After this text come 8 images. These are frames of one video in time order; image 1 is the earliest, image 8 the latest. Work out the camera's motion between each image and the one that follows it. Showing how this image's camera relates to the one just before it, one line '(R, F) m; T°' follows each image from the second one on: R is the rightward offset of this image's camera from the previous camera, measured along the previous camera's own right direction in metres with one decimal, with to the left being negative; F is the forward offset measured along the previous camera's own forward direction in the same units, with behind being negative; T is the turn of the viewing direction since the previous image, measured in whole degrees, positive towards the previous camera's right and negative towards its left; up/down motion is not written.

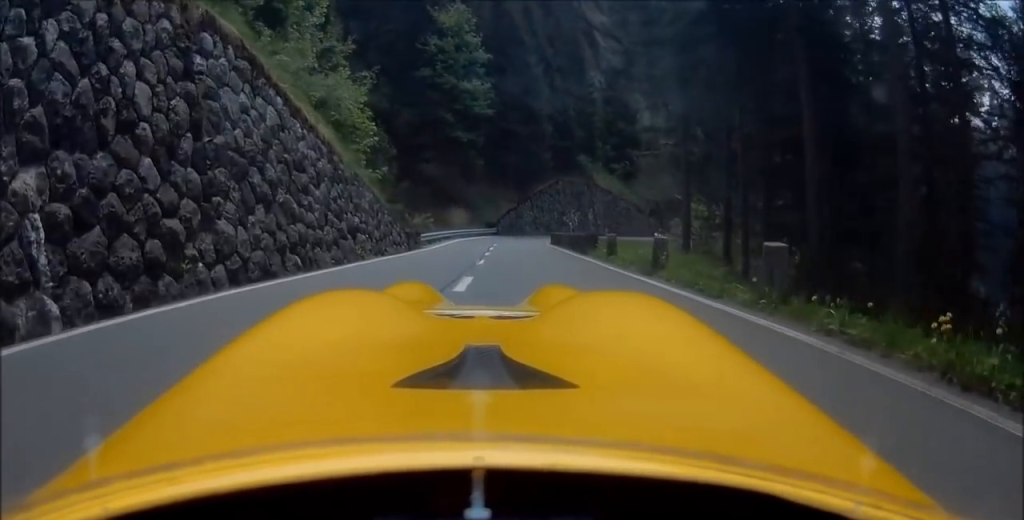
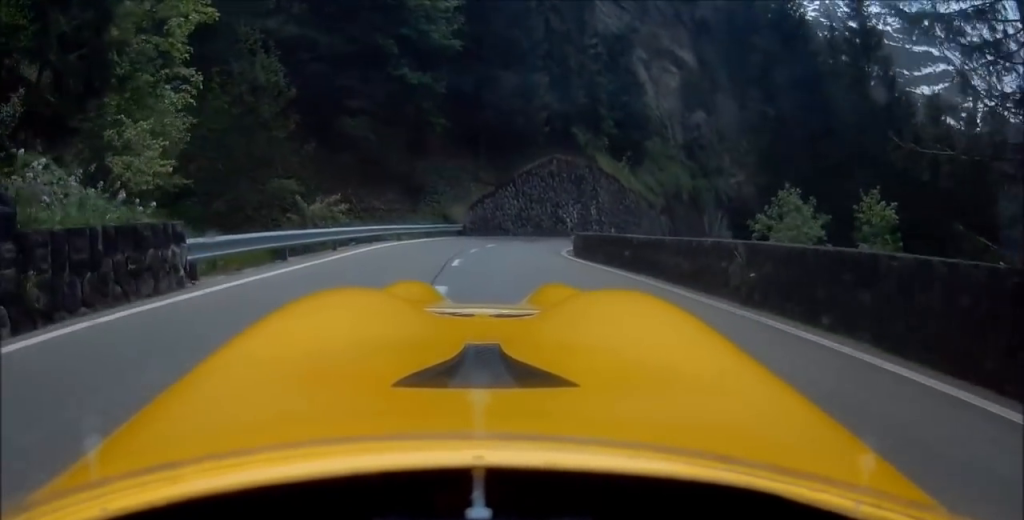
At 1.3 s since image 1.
(+2.3, +17.3) m; +10°
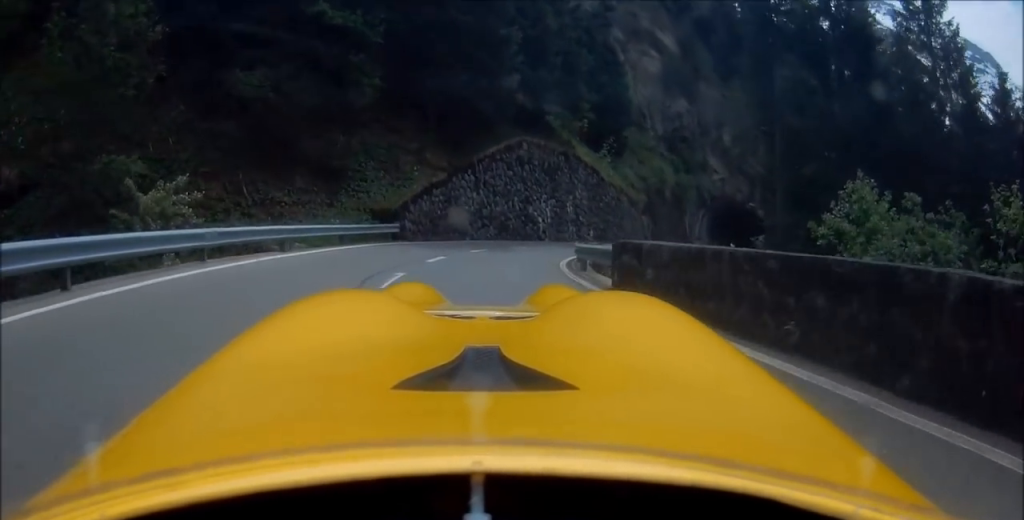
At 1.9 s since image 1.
(+0.4, +8.6) m; +1°
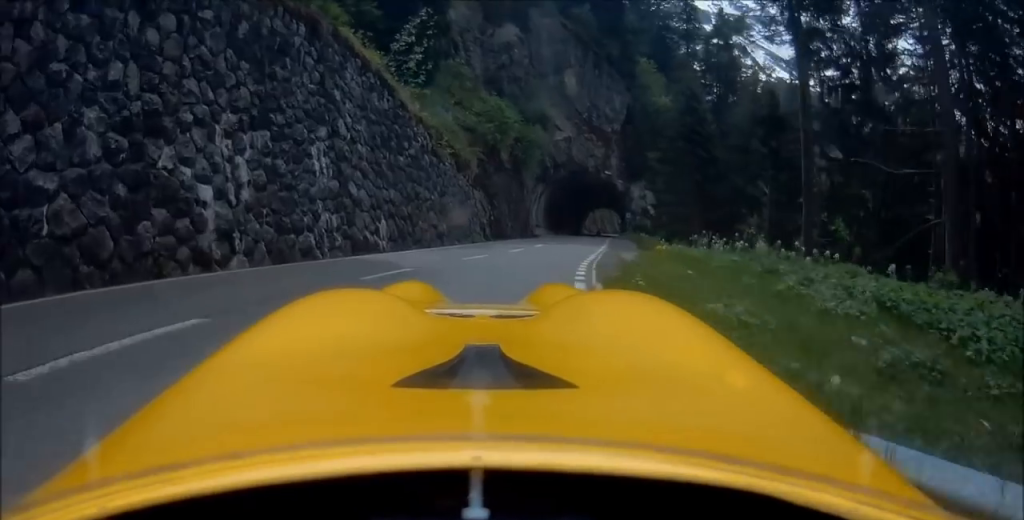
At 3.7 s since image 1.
(-0.1, +24.8) m; +10°
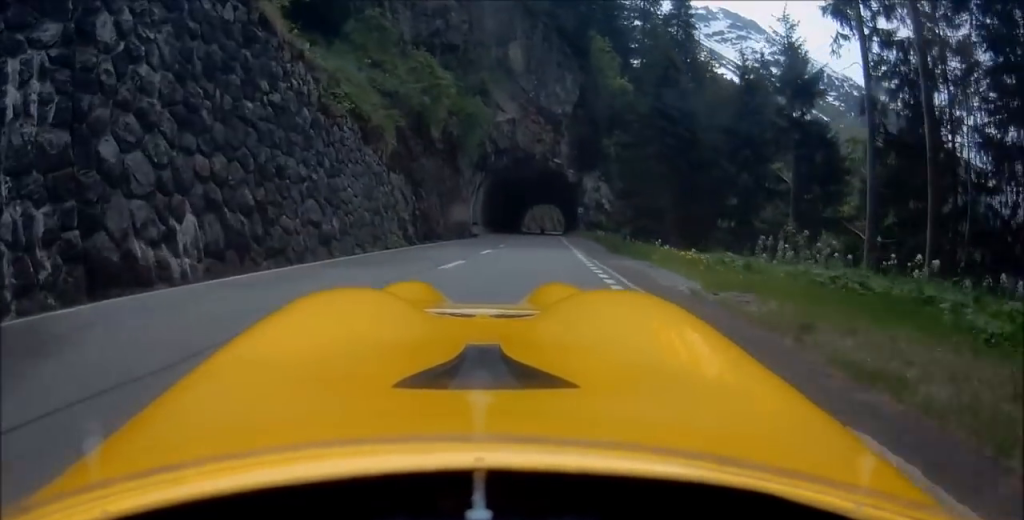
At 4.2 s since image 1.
(+0.7, +8.8) m; +7°
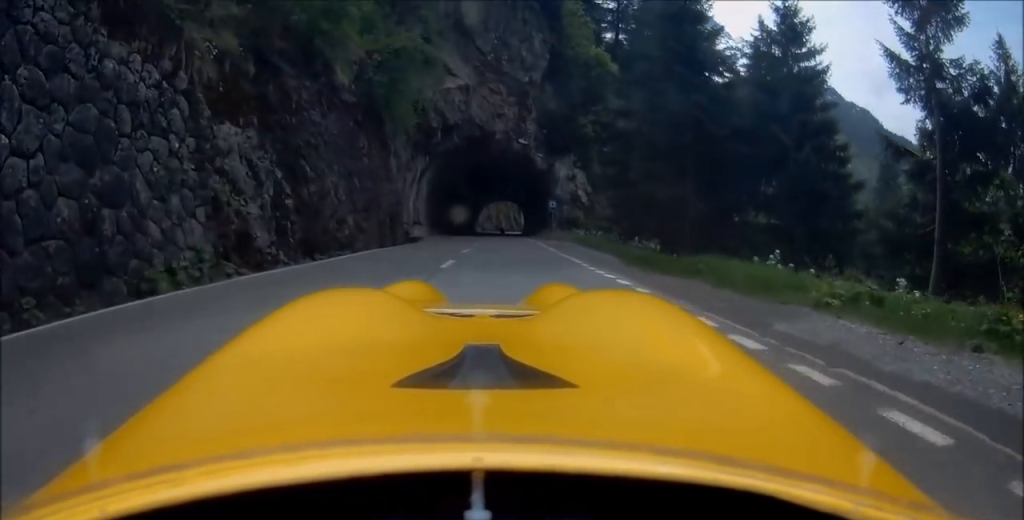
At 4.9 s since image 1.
(+0.7, +11.6) m; +7°
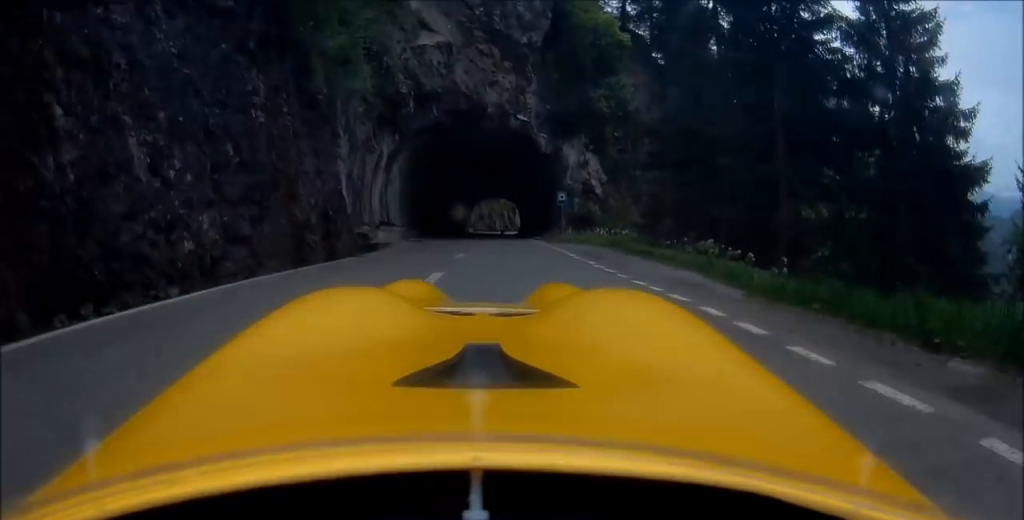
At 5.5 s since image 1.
(+0.9, +9.5) m; +3°
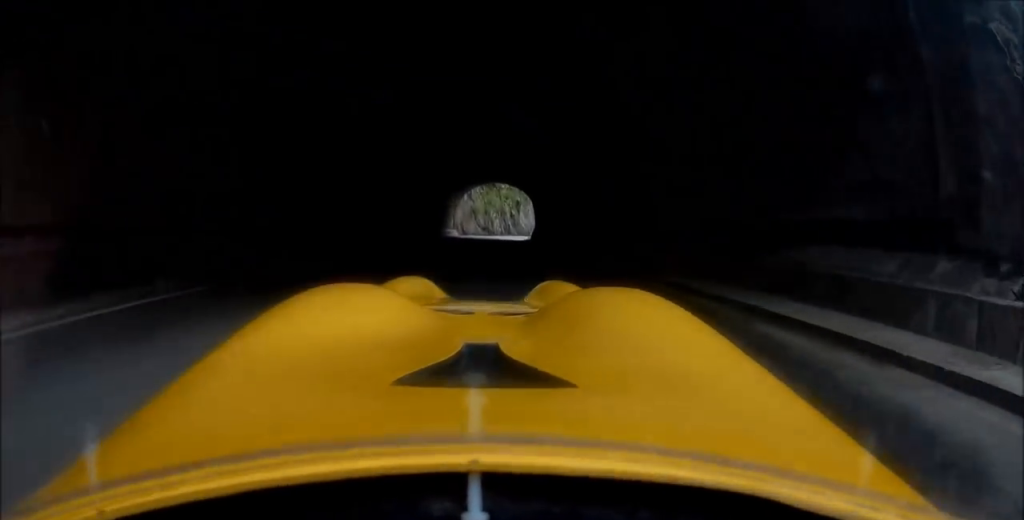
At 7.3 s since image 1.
(+0.7, +33.6) m; +1°
